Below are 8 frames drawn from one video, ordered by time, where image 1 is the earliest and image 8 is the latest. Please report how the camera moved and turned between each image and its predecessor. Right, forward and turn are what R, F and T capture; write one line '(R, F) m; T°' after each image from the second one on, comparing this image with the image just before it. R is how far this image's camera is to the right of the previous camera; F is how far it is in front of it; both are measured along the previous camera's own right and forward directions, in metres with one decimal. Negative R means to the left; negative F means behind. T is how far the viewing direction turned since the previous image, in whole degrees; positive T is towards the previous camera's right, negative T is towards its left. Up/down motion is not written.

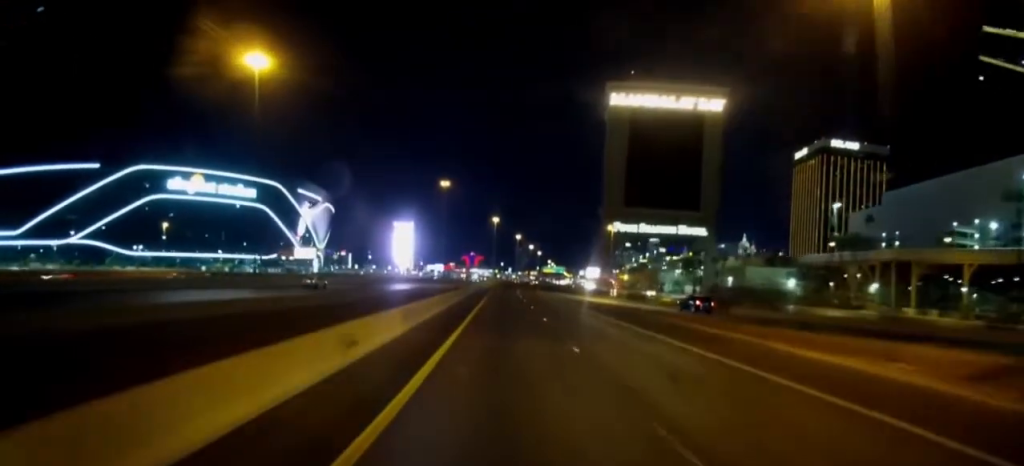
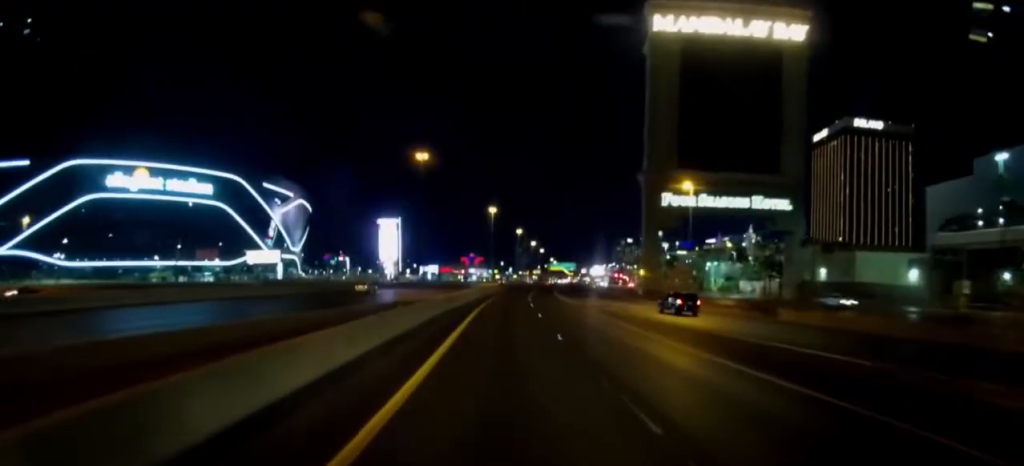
(0.0, +45.6) m; 0°
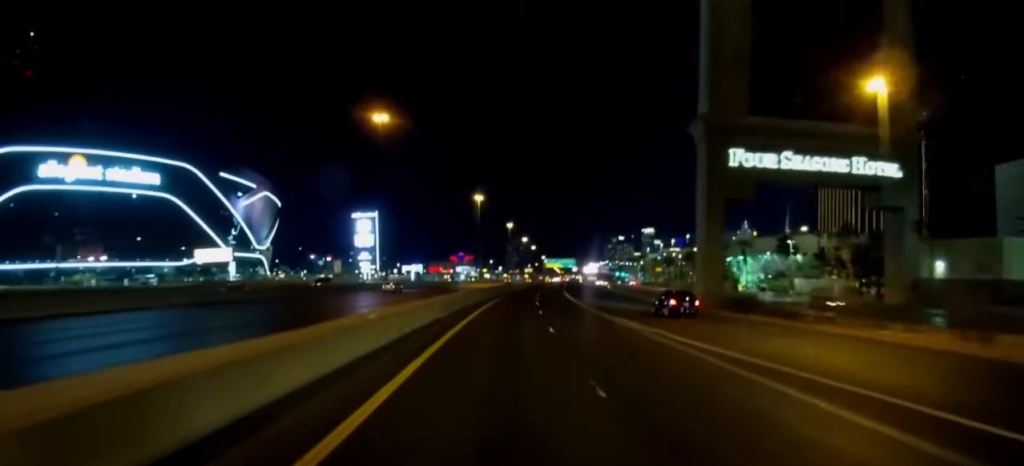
(+0.1, +34.4) m; +1°
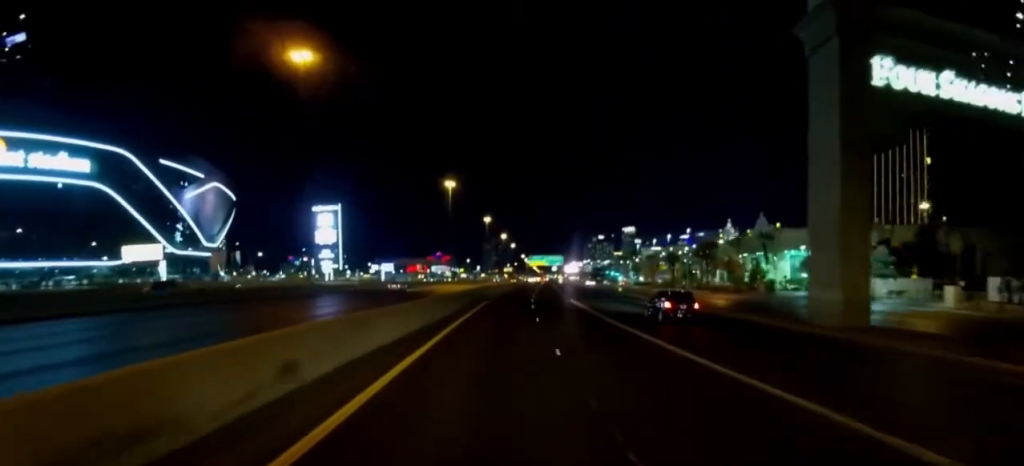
(+0.3, +30.6) m; +1°
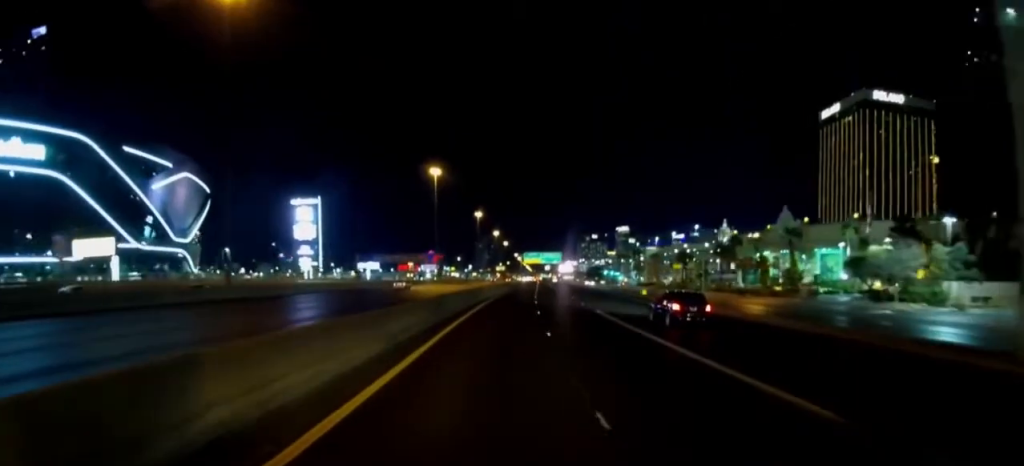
(-0.1, +19.8) m; +2°
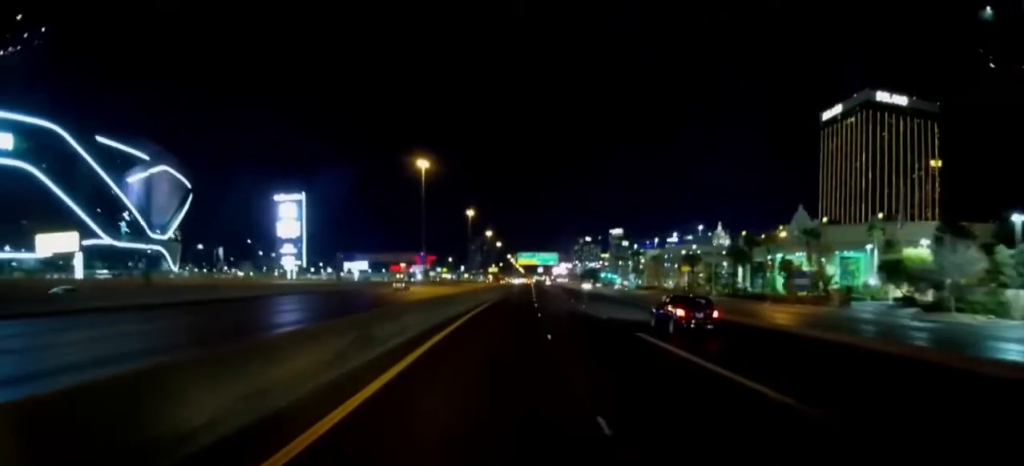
(+0.4, +11.6) m; +1°
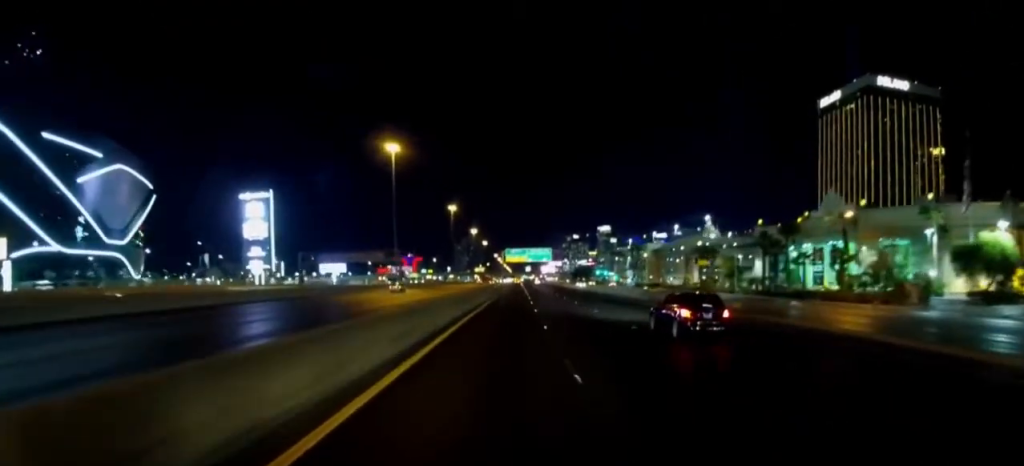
(+0.4, +20.9) m; +1°
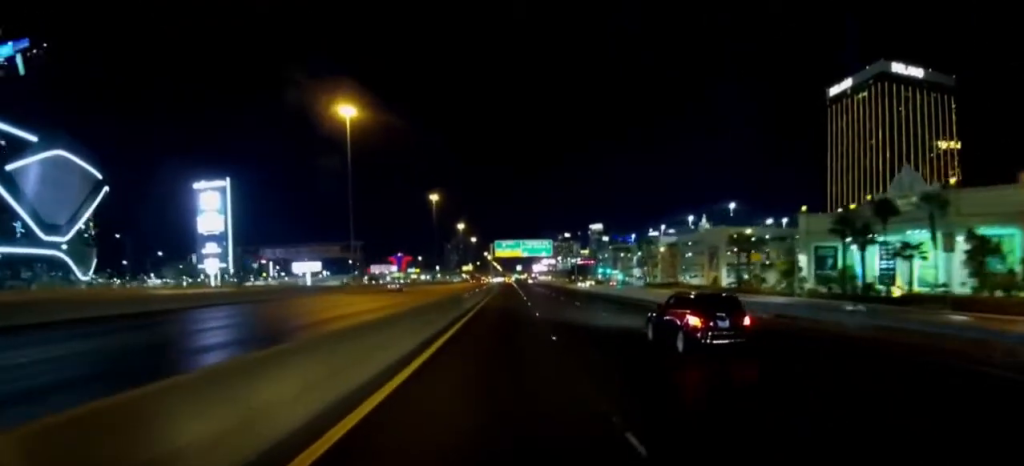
(0.0, +29.2) m; 0°
